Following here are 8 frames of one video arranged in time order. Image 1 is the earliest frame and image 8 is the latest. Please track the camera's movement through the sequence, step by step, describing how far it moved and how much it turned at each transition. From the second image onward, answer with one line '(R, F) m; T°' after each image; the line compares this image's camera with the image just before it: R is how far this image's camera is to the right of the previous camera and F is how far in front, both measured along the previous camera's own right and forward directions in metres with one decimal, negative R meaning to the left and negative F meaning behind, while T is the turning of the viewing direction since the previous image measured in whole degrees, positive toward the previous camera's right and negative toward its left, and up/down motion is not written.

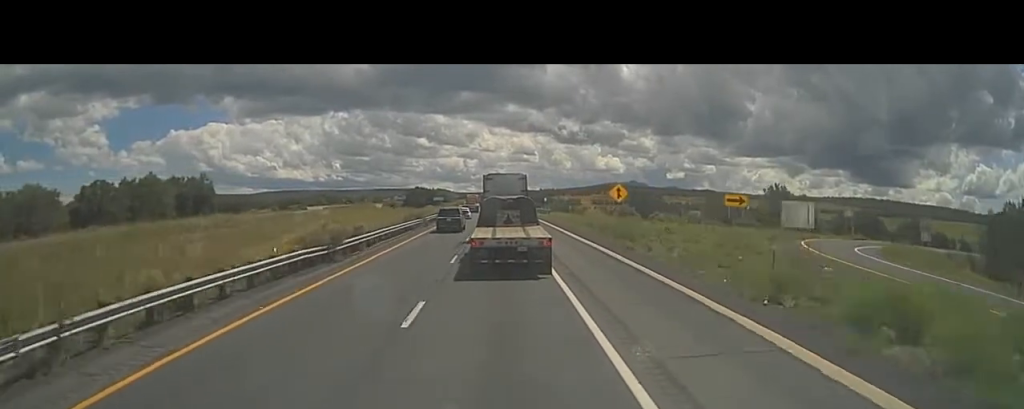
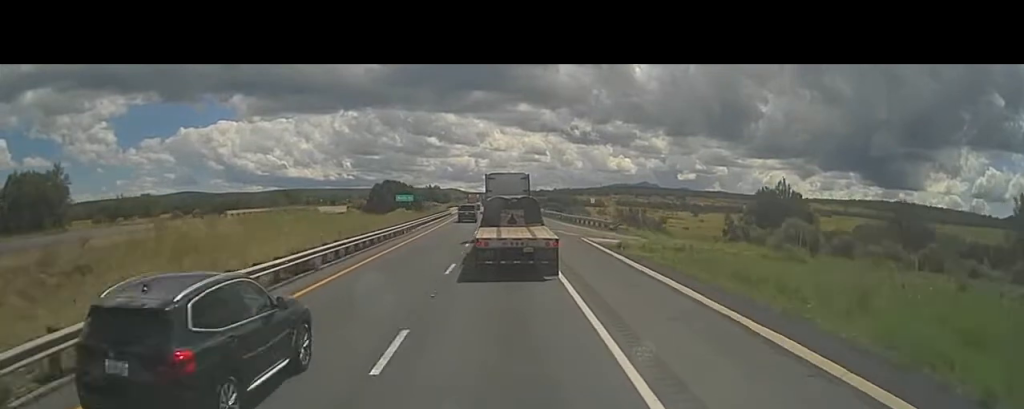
(-0.7, +51.5) m; -1°
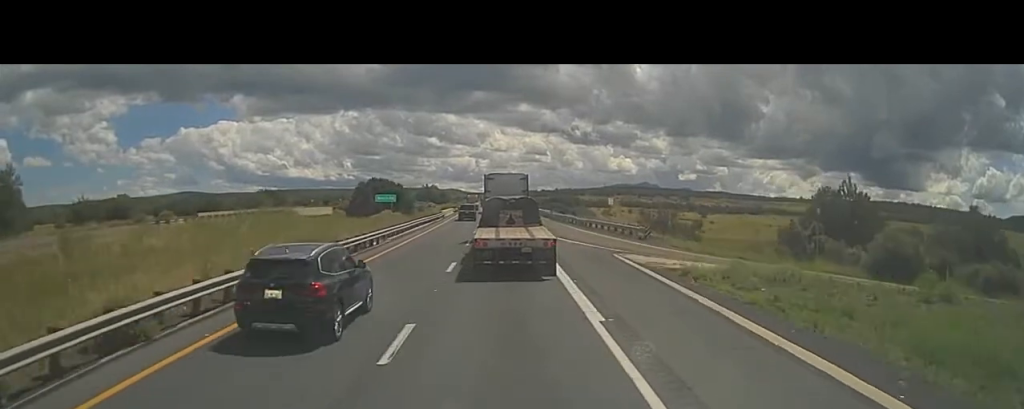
(0.0, +11.1) m; 0°
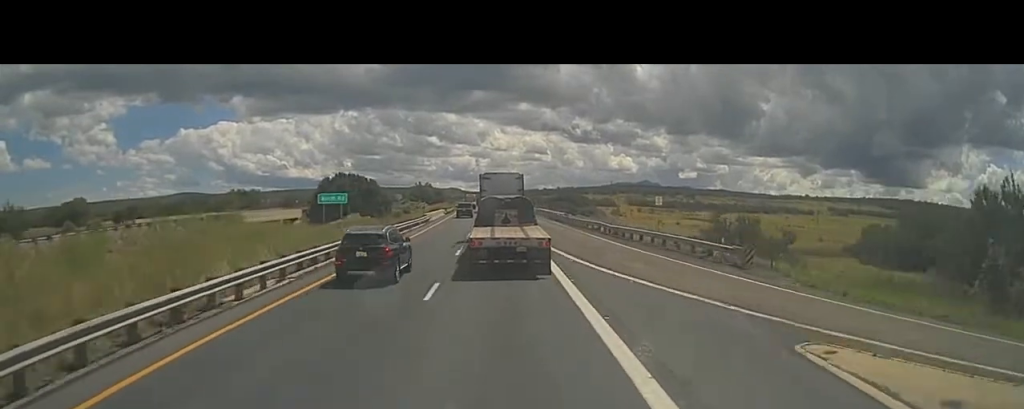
(0.0, +17.9) m; 0°
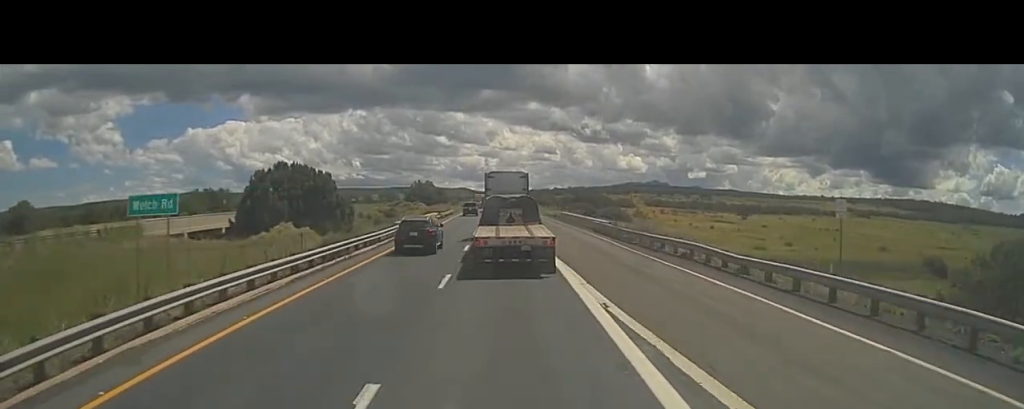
(0.0, +23.1) m; 0°
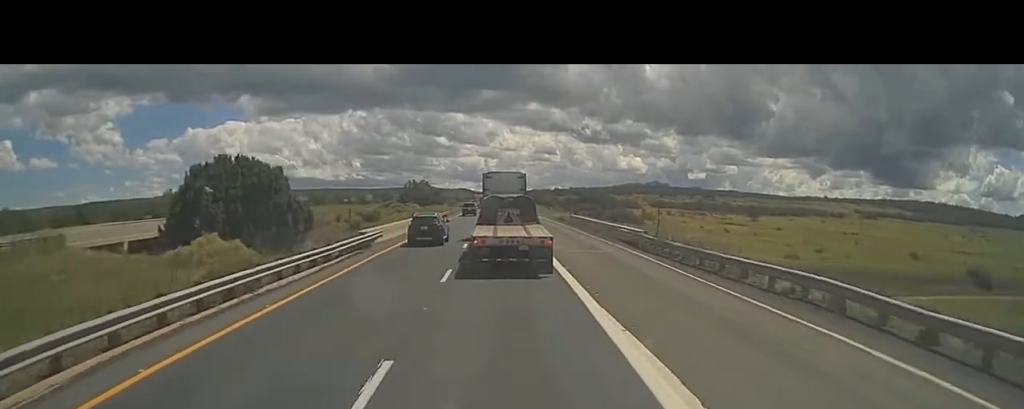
(0.0, +10.6) m; 0°
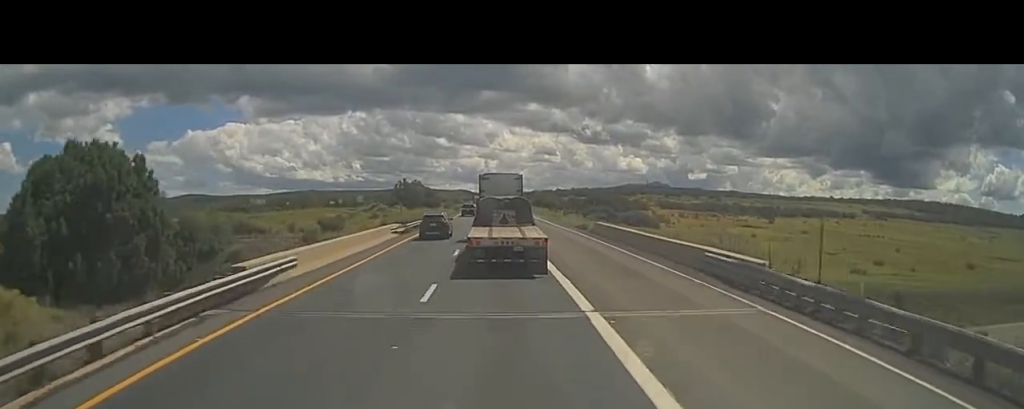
(0.0, +15.7) m; 0°
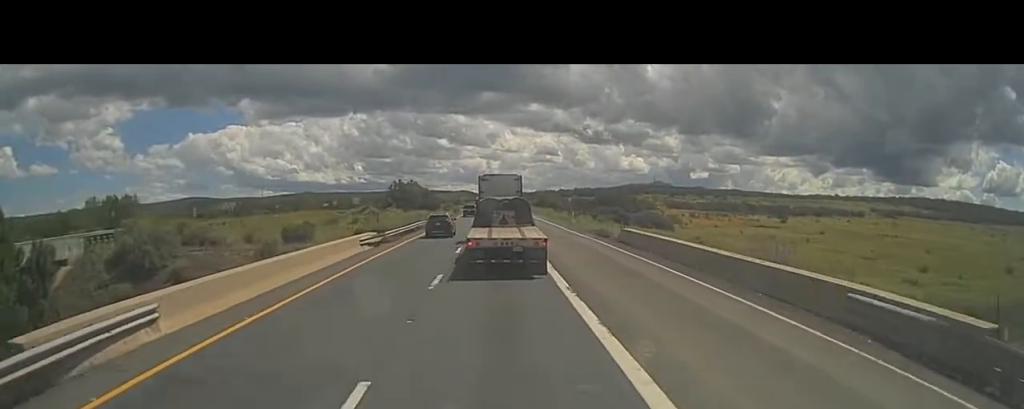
(0.0, +9.4) m; 0°
